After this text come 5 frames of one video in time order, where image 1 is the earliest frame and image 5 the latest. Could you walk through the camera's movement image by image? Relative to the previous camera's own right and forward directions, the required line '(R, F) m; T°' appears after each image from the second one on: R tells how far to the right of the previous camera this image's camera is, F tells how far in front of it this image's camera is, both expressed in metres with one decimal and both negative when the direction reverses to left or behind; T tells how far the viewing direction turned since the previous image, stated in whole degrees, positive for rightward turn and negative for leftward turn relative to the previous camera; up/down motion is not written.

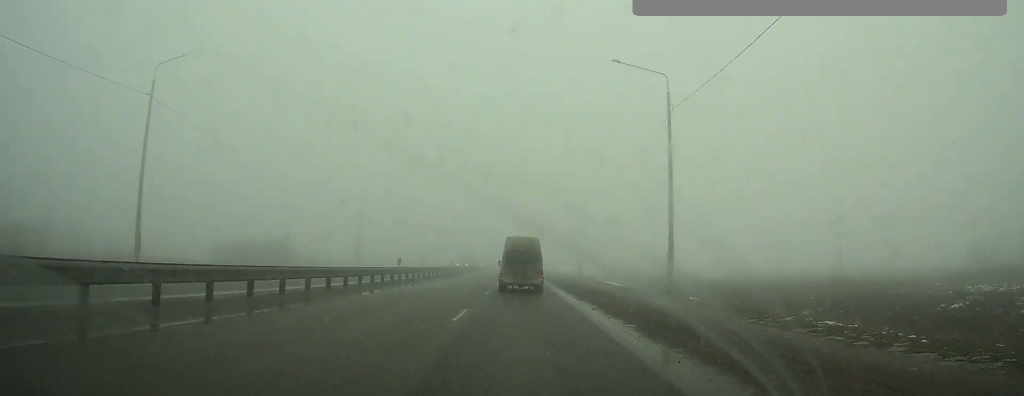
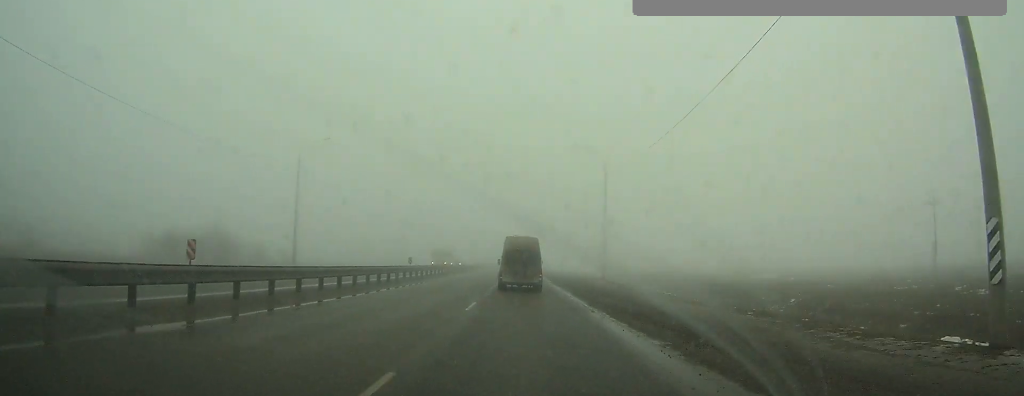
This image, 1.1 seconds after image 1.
(0.0, +16.3) m; 0°
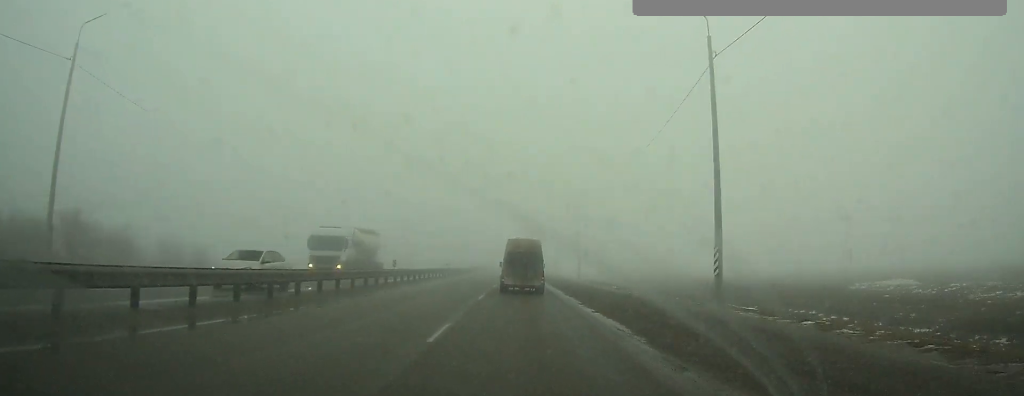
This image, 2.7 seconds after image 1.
(-0.1, +29.4) m; 0°
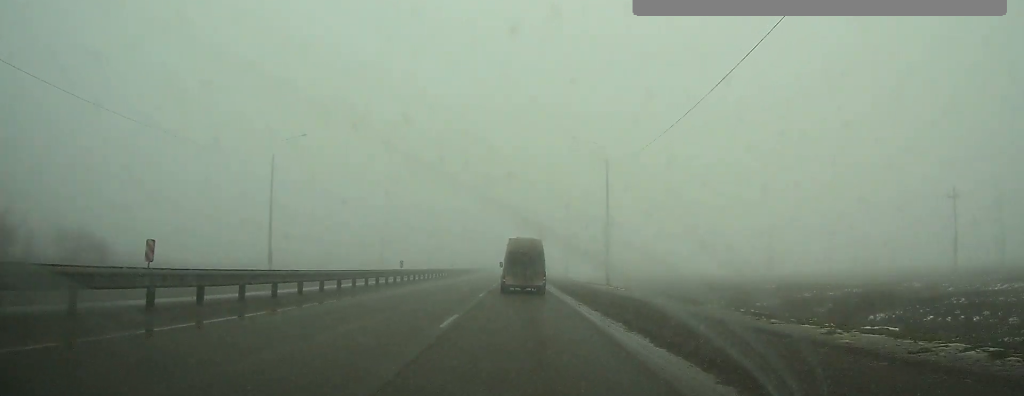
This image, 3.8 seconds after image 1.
(0.0, +24.1) m; 0°
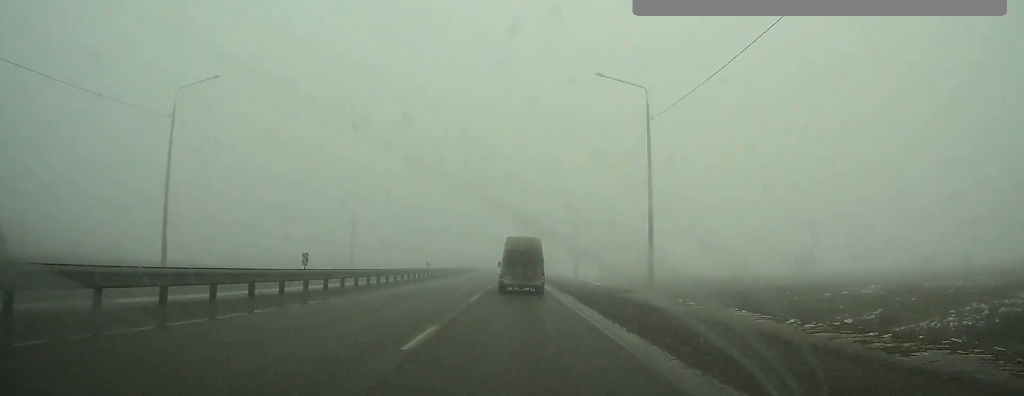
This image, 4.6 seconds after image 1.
(0.0, +15.6) m; 0°
